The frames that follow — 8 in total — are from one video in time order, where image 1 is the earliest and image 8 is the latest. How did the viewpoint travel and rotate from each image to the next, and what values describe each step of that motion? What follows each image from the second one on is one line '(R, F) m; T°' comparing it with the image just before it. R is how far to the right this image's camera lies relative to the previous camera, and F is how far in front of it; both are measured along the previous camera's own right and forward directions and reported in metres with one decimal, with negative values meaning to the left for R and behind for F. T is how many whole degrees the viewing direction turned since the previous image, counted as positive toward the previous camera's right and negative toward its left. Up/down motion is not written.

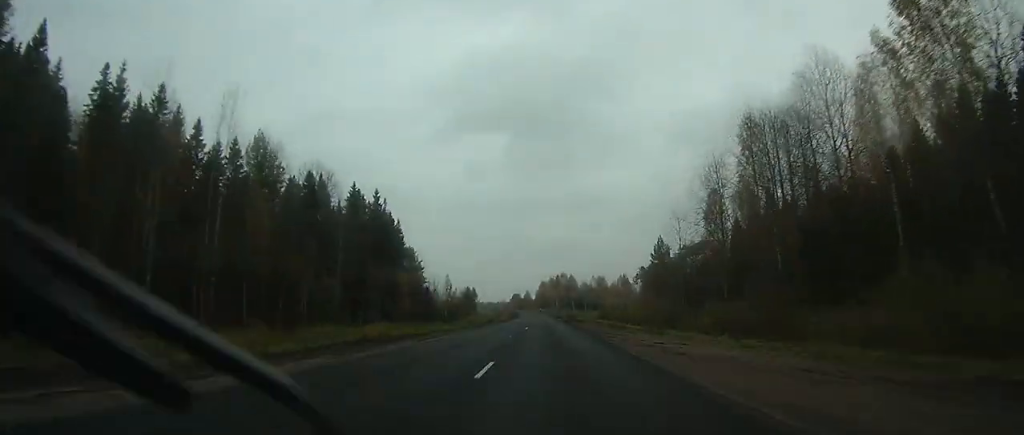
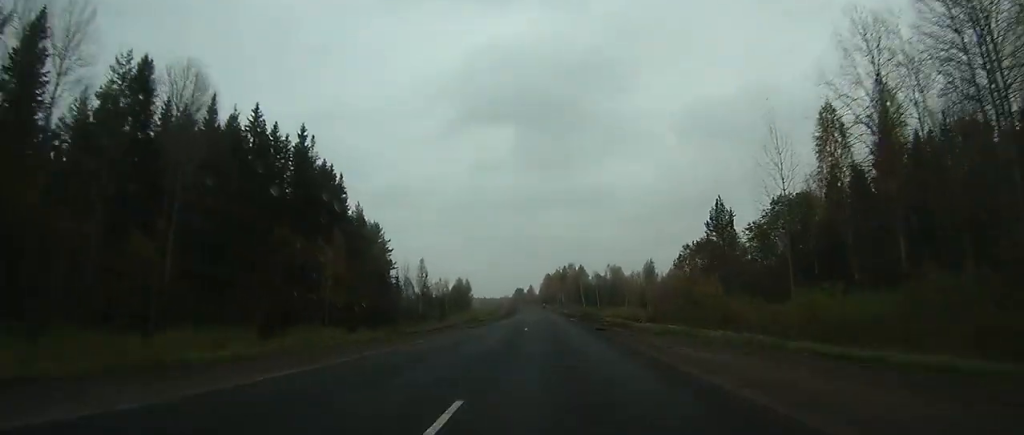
(0.0, +37.0) m; 0°
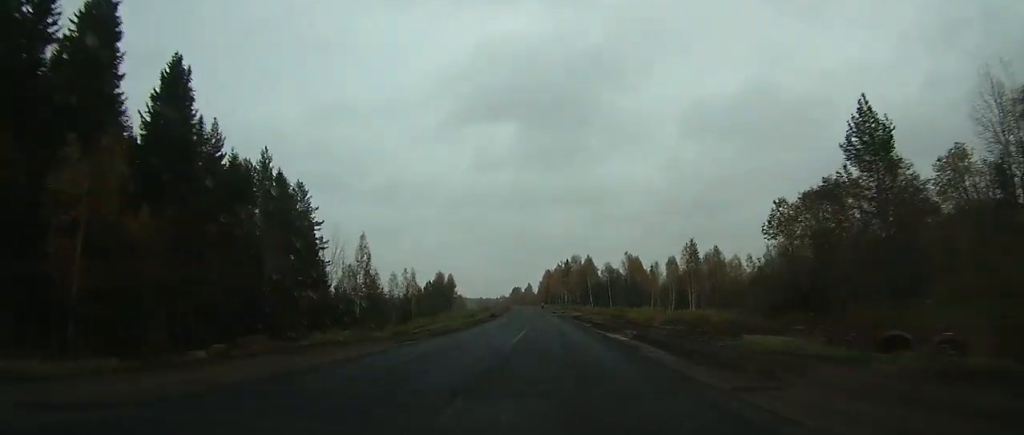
(0.0, +41.3) m; 0°
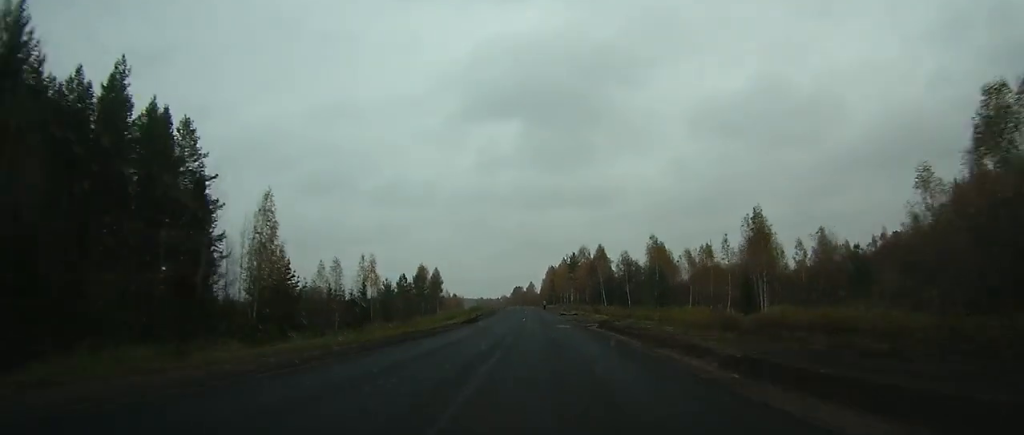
(-0.1, +32.4) m; -1°
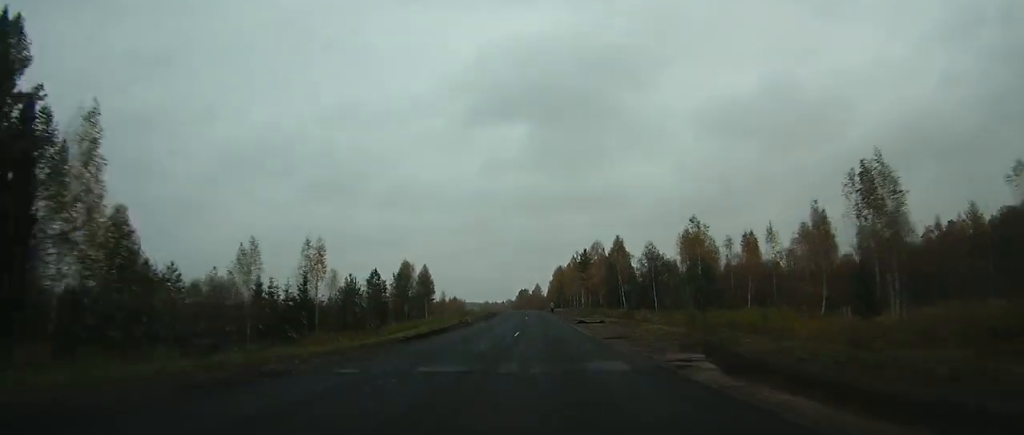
(0.0, +25.9) m; -1°
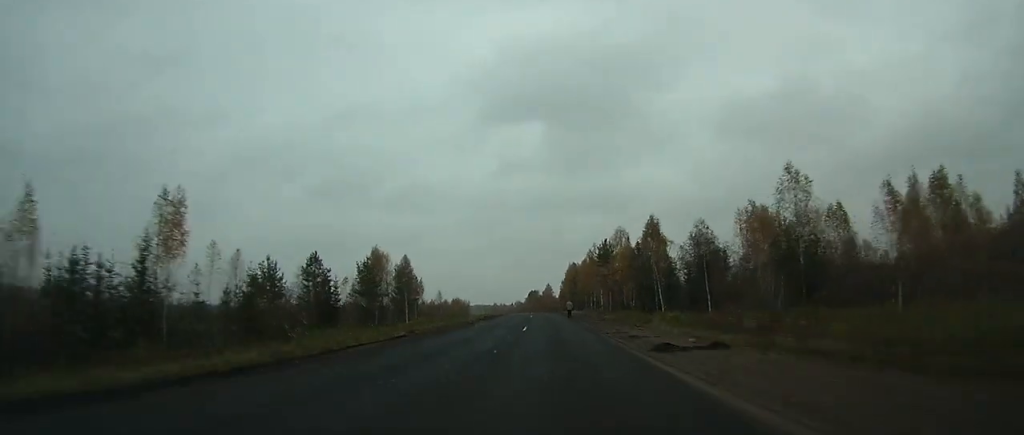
(-0.5, +30.0) m; -1°
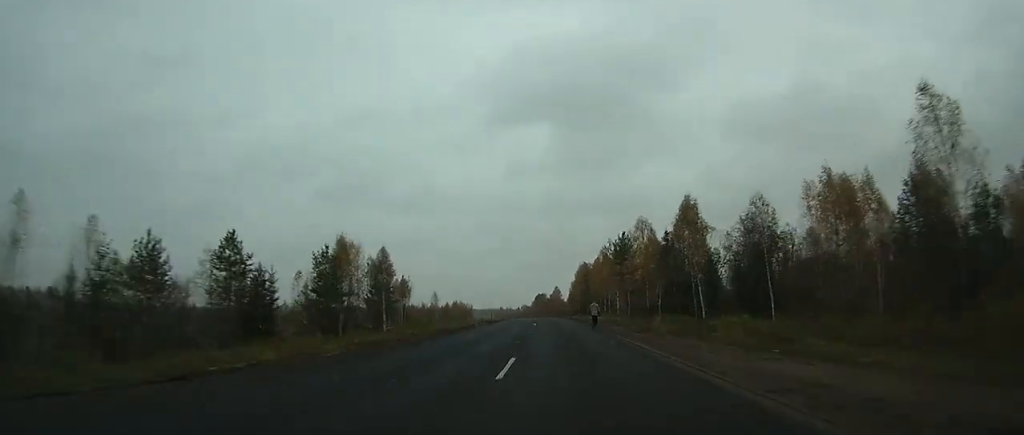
(-0.3, +20.4) m; 0°
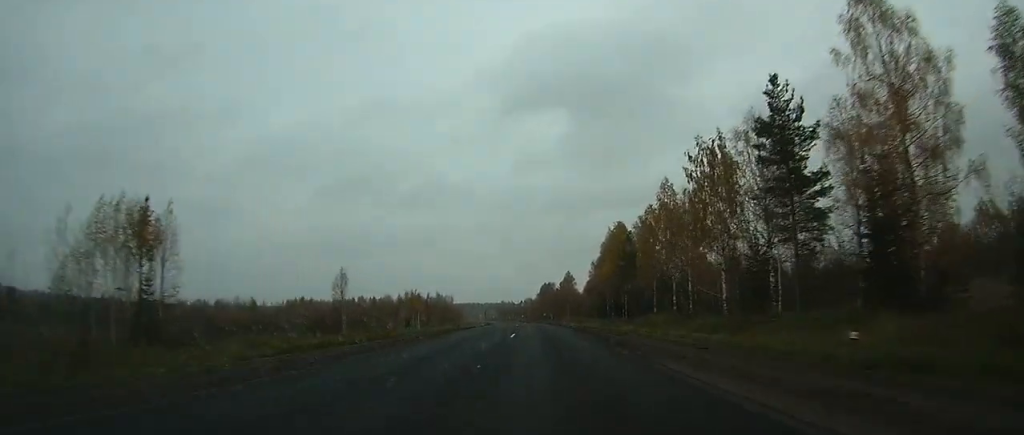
(-0.2, +81.7) m; -1°
